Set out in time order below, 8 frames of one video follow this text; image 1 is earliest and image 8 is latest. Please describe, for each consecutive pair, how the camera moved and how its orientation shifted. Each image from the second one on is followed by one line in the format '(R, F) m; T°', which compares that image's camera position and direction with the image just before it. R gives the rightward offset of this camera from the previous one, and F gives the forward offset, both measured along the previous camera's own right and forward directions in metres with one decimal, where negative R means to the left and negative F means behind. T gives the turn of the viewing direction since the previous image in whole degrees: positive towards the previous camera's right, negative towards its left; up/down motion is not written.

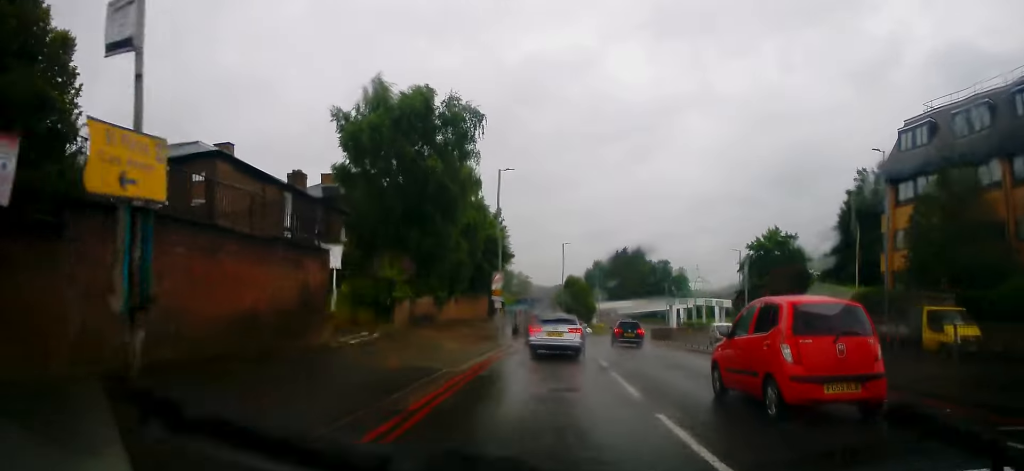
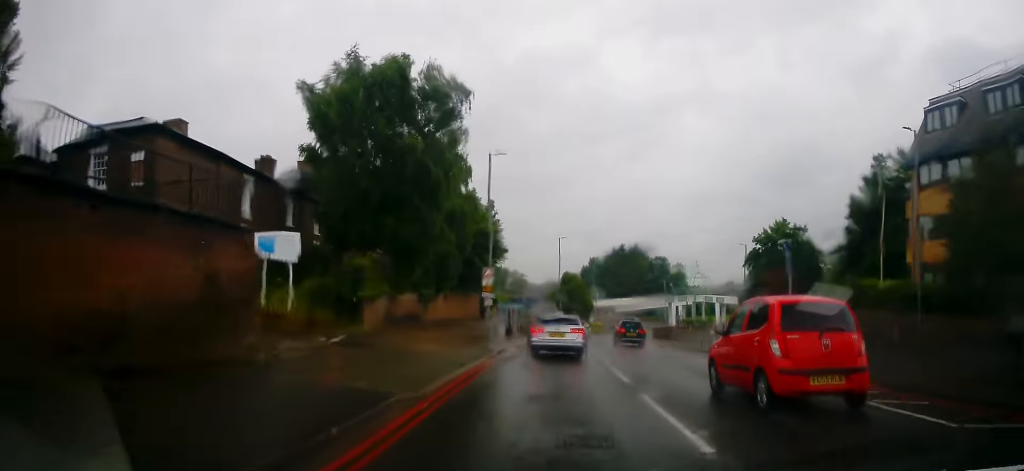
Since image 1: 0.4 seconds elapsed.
(0.0, +4.1) m; 0°
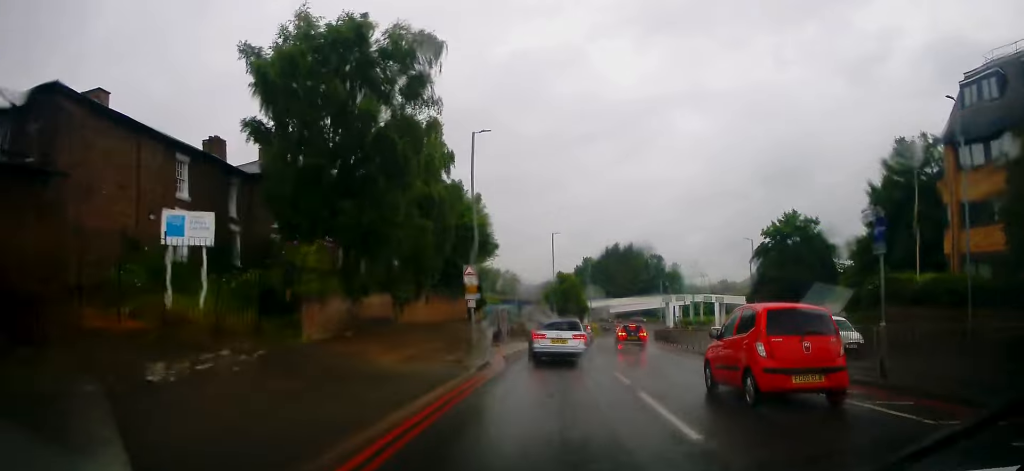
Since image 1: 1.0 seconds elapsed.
(0.0, +5.2) m; -1°
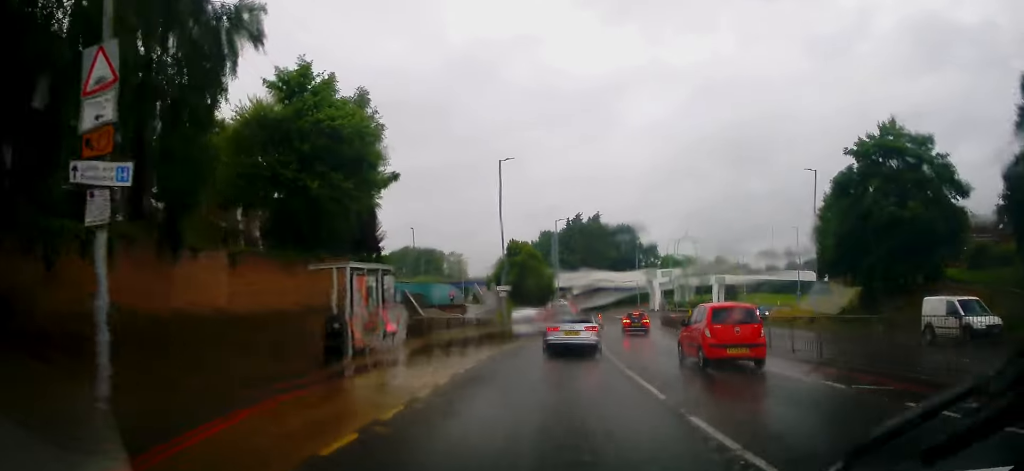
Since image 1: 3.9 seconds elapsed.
(+0.6, +26.6) m; +5°
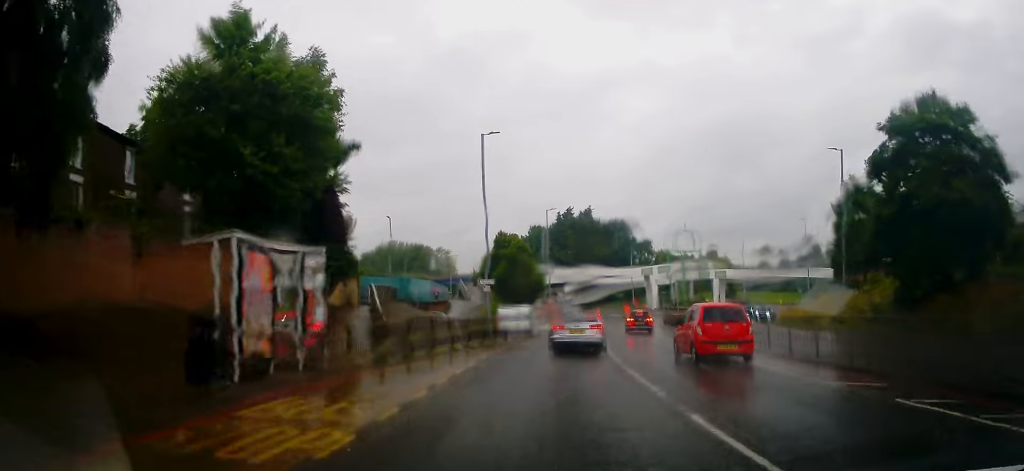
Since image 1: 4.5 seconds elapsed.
(0.0, +5.7) m; +2°
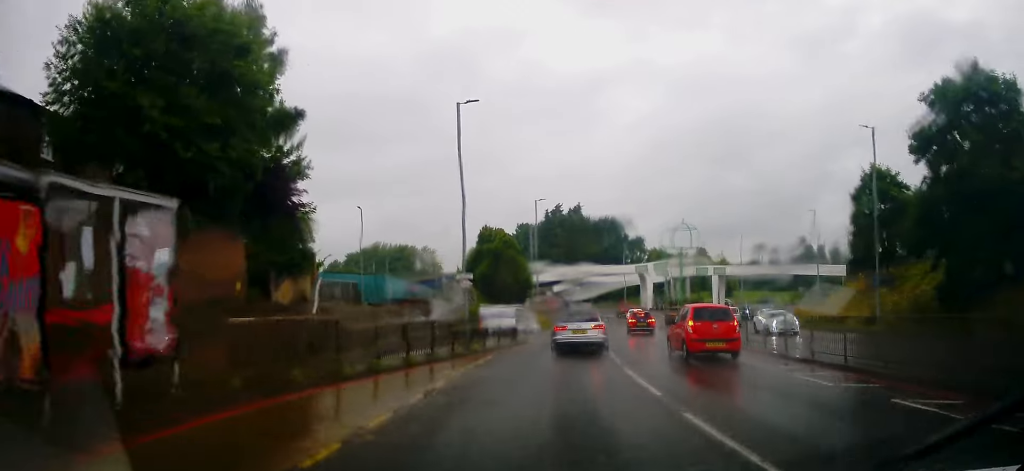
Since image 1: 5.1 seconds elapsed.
(+0.5, +5.8) m; +1°
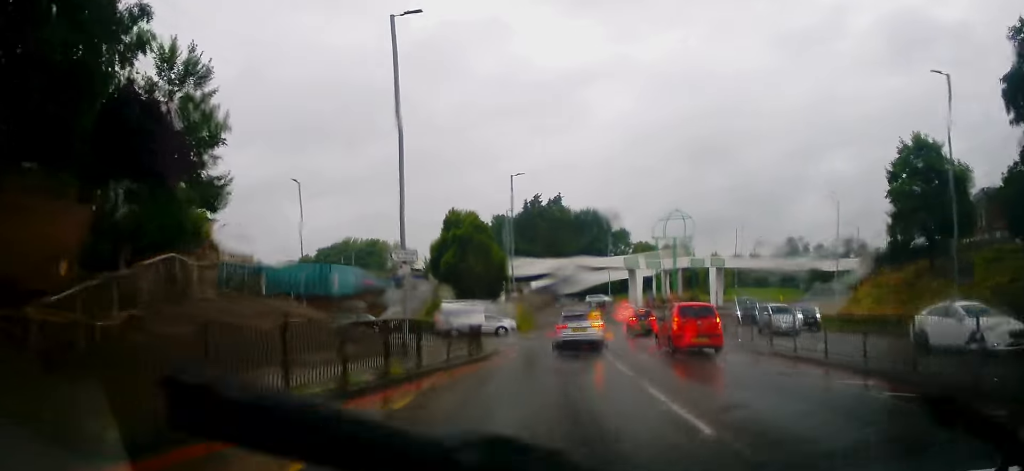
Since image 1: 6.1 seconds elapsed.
(-0.3, +9.3) m; 0°
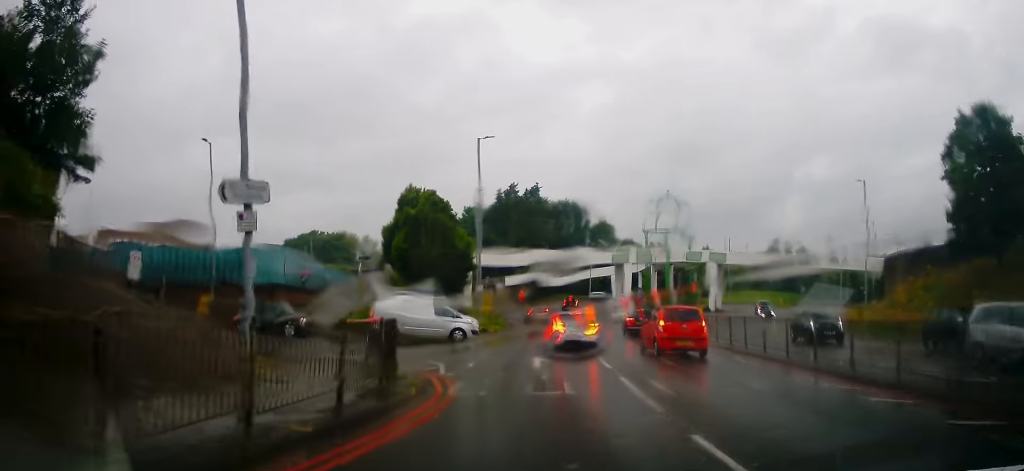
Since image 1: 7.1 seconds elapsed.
(+0.4, +10.0) m; +4°
